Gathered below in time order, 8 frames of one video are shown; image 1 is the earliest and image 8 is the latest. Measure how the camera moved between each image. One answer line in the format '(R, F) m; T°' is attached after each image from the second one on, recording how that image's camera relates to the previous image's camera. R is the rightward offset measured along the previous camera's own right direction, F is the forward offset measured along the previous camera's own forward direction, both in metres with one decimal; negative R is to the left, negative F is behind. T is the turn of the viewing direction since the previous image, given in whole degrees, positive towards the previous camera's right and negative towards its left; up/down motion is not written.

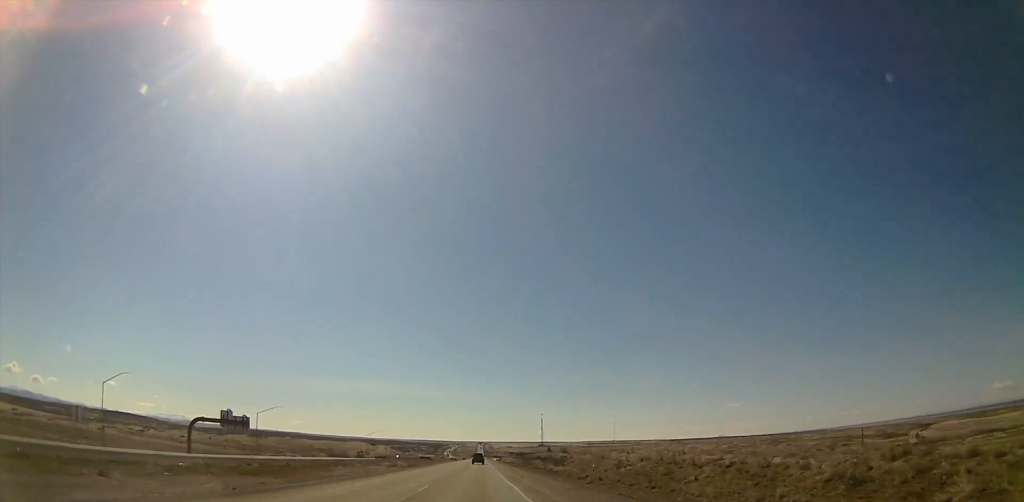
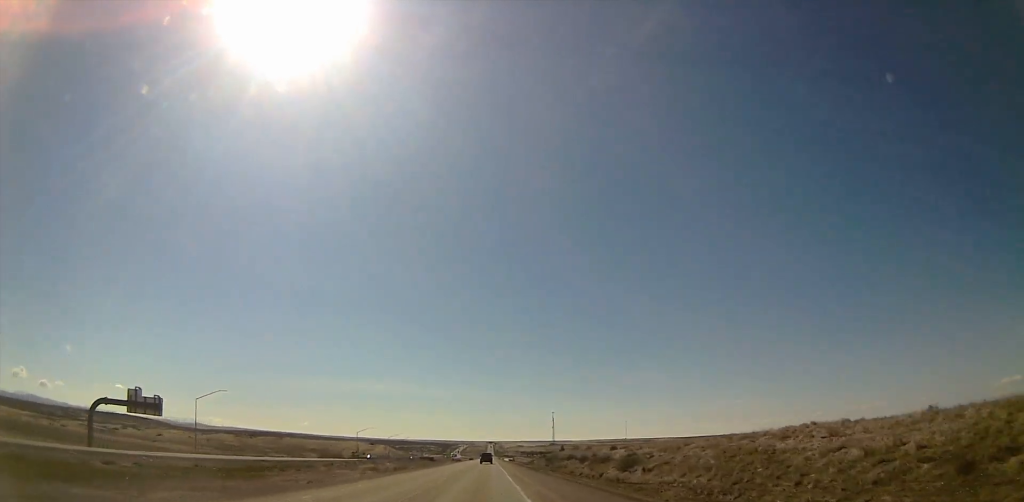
(-0.8, +41.0) m; 0°
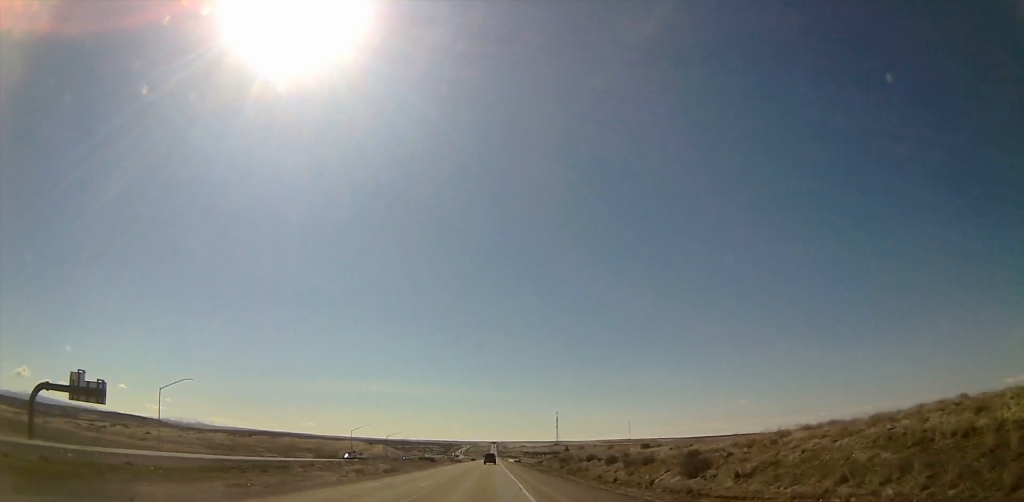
(+0.4, +16.4) m; 0°
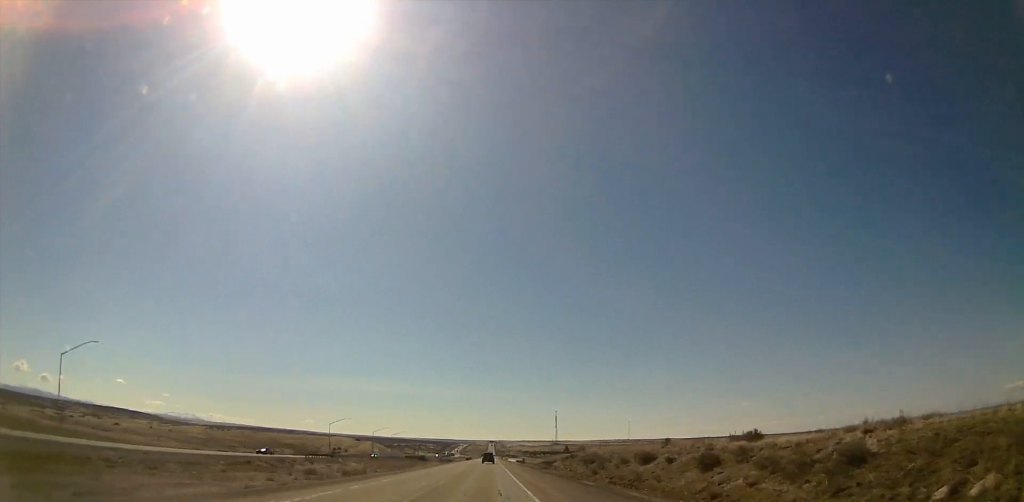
(+0.1, +29.3) m; 0°
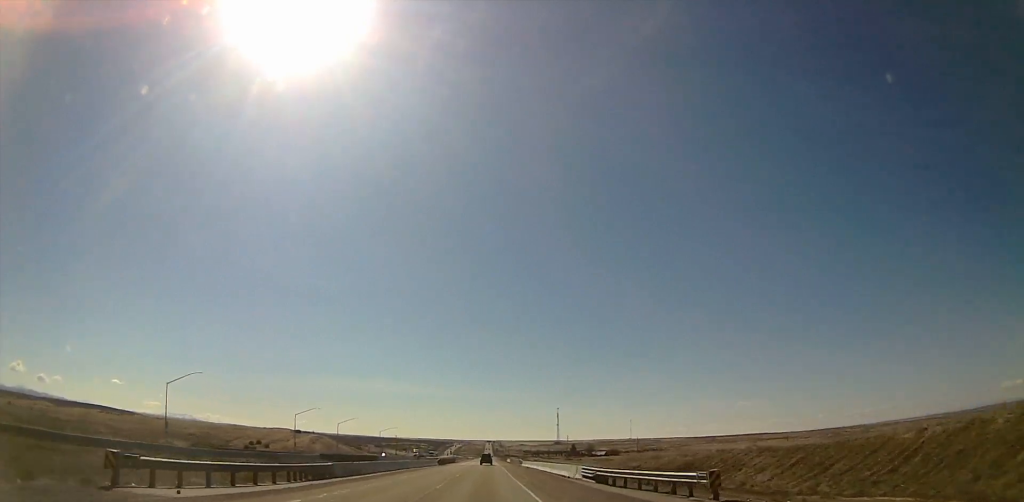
(-0.6, +107.8) m; 0°
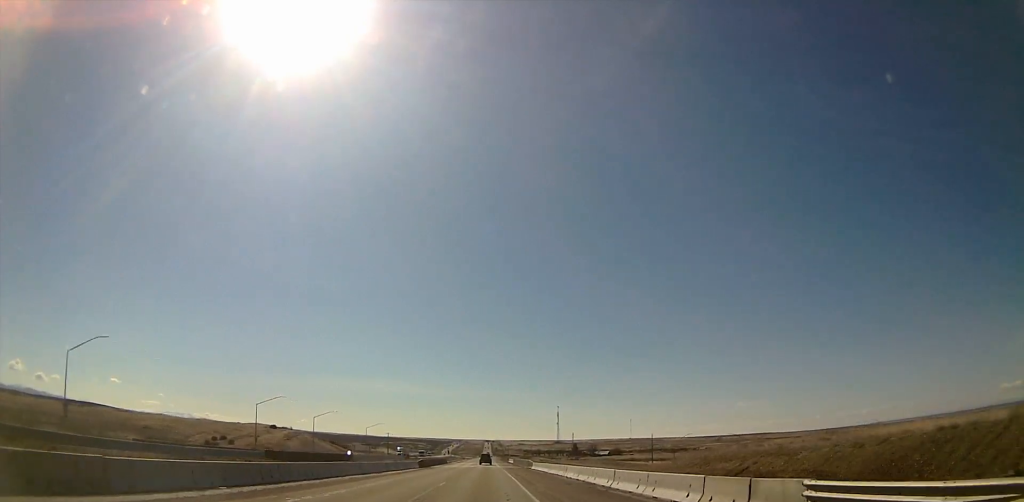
(+0.2, +28.1) m; 0°
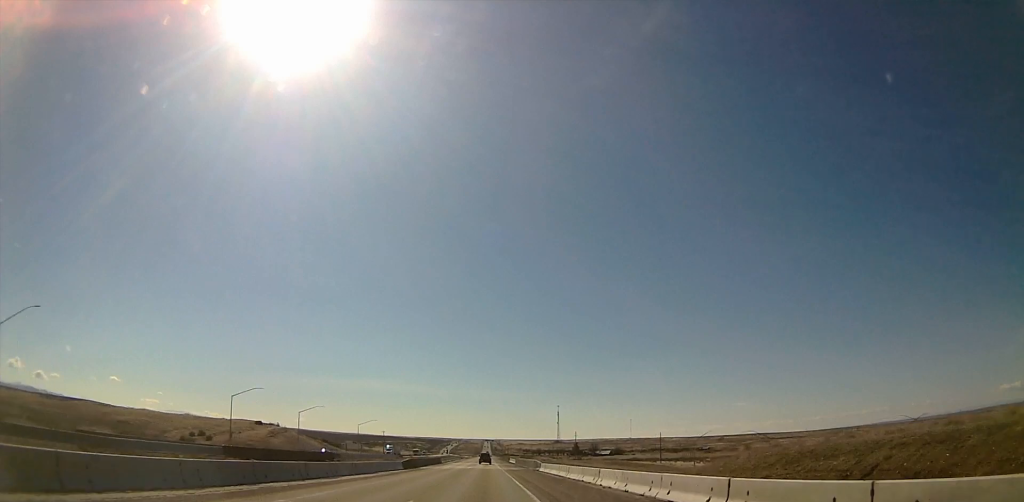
(0.0, +14.1) m; 0°
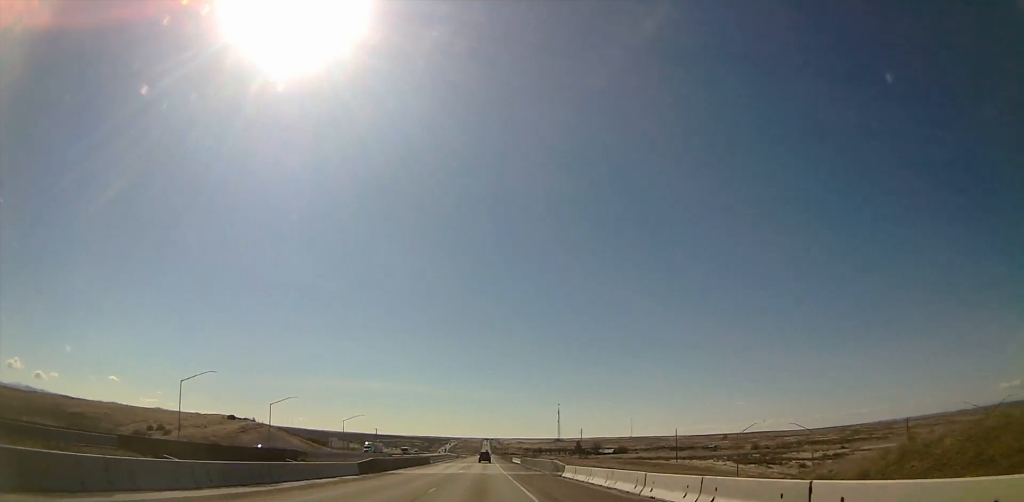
(0.0, +21.1) m; 0°
